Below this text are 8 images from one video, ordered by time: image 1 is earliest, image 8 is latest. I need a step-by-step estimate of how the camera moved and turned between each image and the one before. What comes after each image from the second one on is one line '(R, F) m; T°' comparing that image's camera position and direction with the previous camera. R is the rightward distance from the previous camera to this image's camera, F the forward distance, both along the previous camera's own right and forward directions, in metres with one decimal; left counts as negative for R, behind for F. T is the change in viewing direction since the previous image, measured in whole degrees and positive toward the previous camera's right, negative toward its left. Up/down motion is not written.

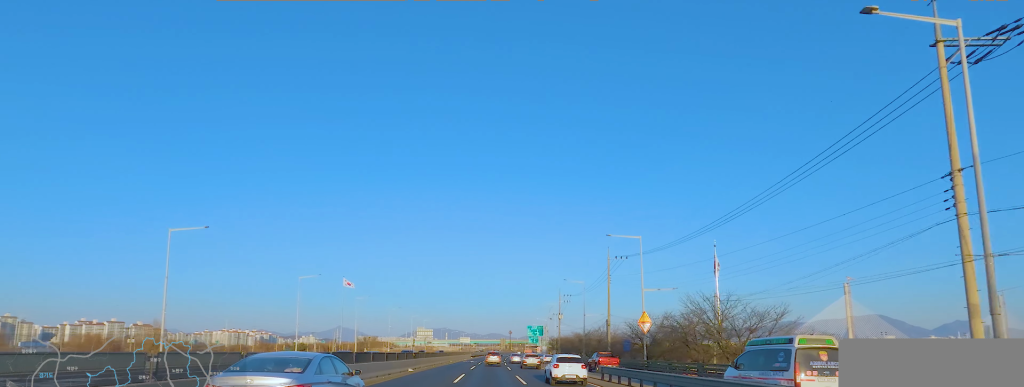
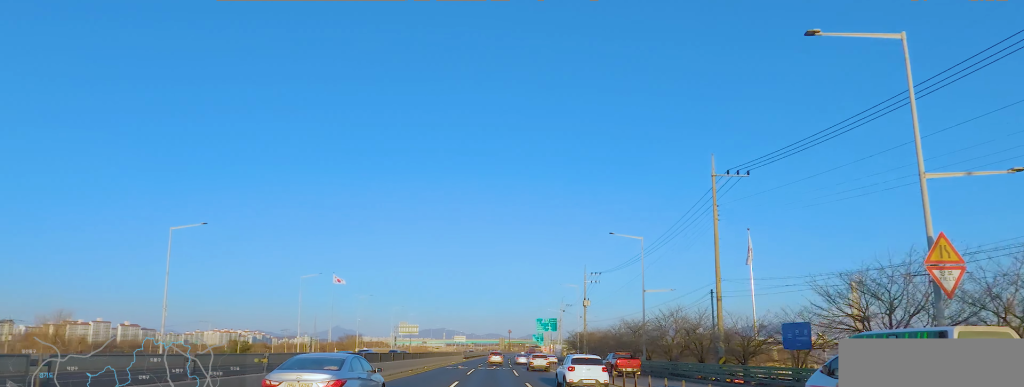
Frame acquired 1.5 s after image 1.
(-0.6, +30.9) m; +1°
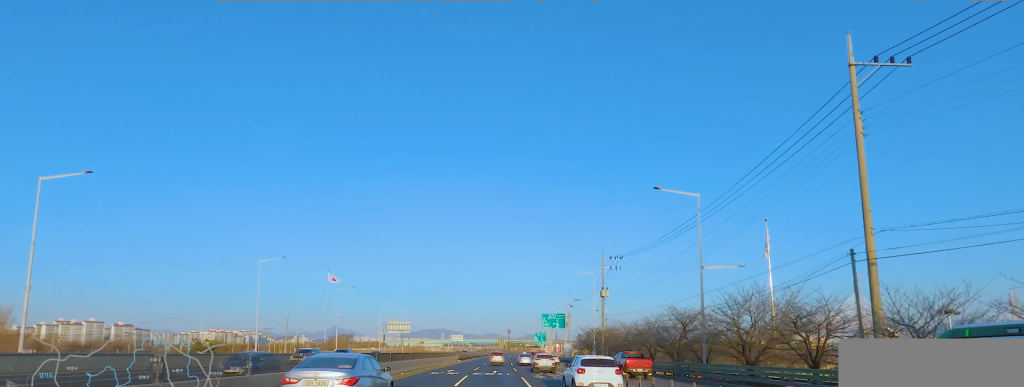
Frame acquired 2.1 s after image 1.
(+0.3, +13.2) m; +1°
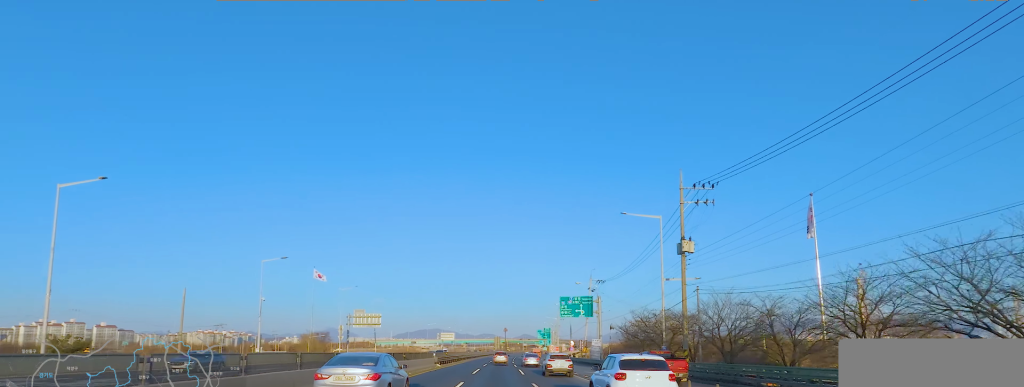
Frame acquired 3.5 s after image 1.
(0.0, +28.5) m; 0°
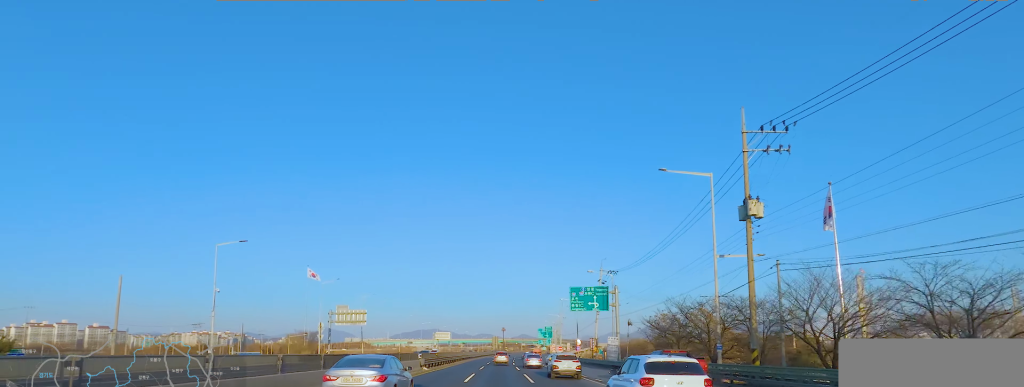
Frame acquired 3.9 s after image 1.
(0.0, +9.7) m; 0°
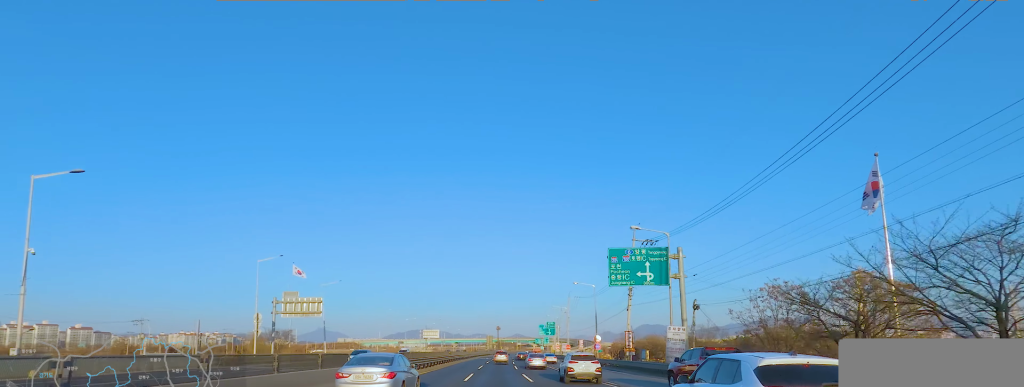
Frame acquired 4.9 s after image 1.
(+0.4, +20.2) m; +2°
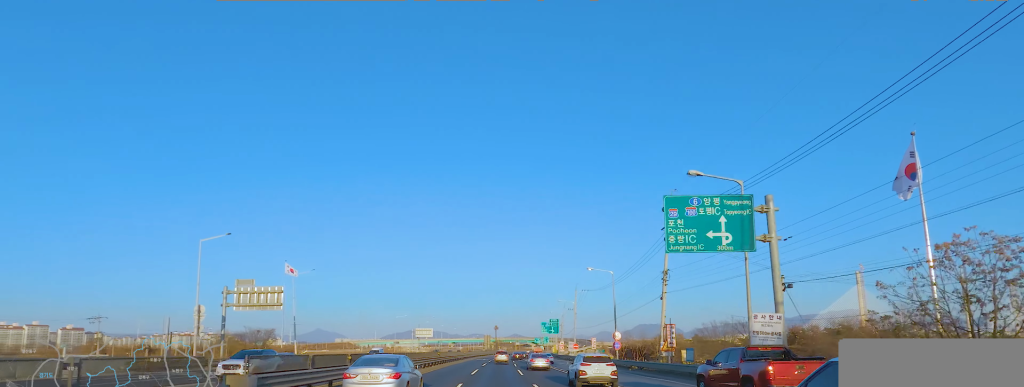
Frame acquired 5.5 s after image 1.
(-0.1, +11.7) m; +1°
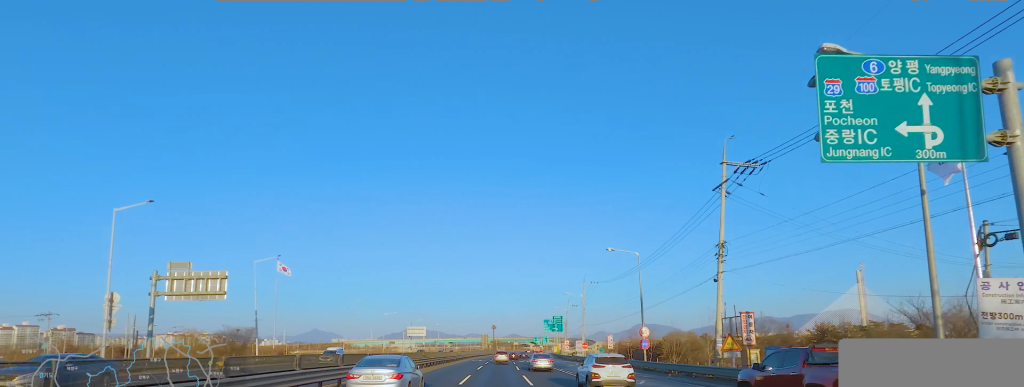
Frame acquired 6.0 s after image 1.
(+0.2, +10.9) m; +1°
